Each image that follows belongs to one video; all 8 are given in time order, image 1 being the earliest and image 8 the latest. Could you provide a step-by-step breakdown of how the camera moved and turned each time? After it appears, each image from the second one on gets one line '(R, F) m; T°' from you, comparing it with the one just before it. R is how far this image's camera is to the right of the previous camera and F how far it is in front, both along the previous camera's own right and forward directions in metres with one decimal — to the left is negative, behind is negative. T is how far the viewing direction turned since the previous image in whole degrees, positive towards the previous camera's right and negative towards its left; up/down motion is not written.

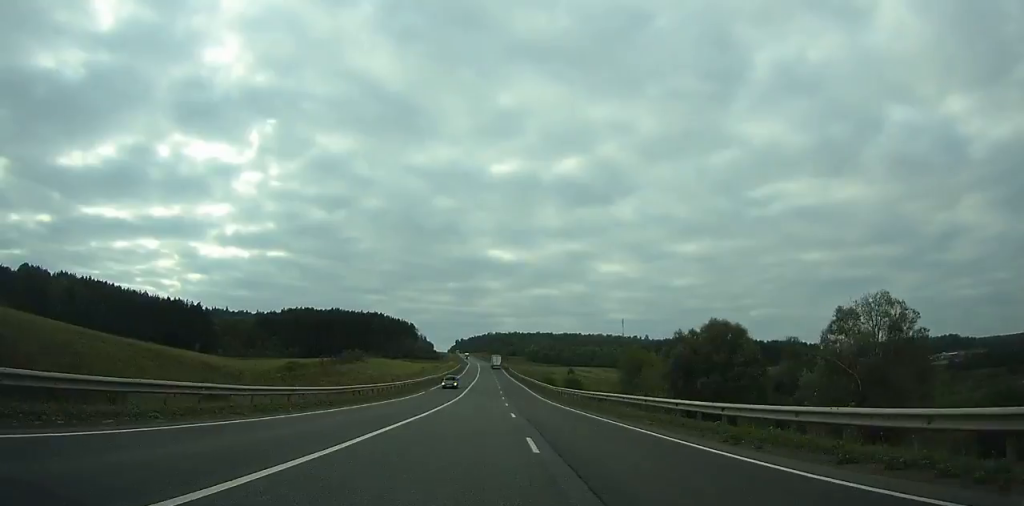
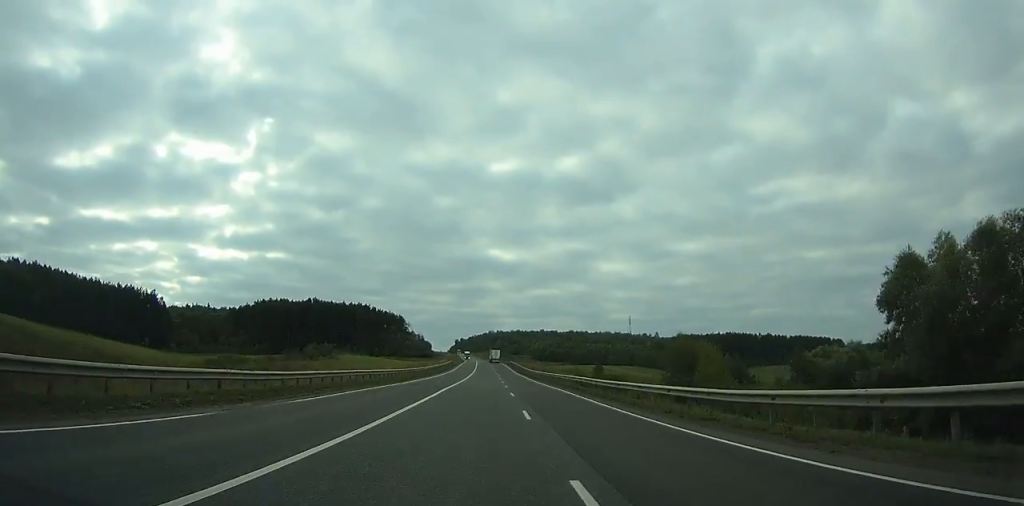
(0.0, +42.9) m; 0°
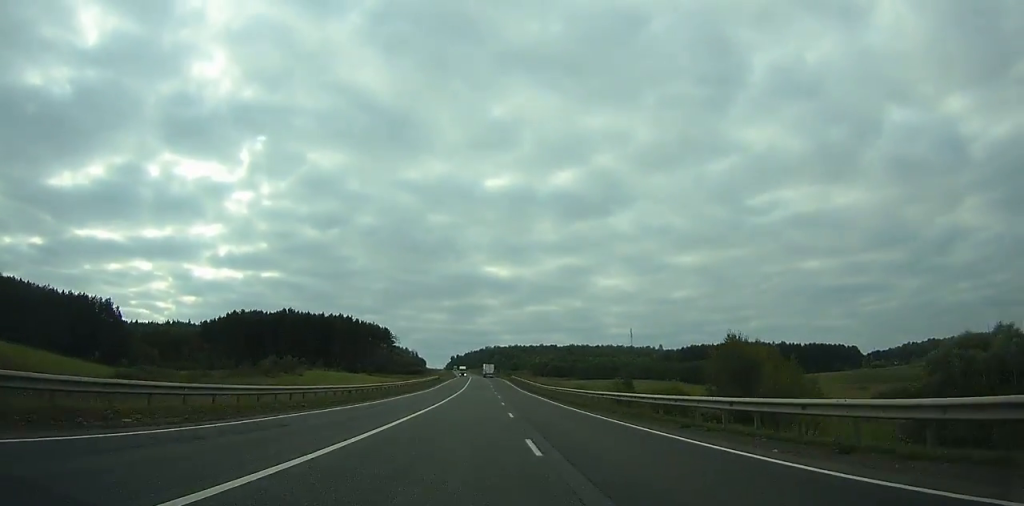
(+0.1, +29.6) m; 0°
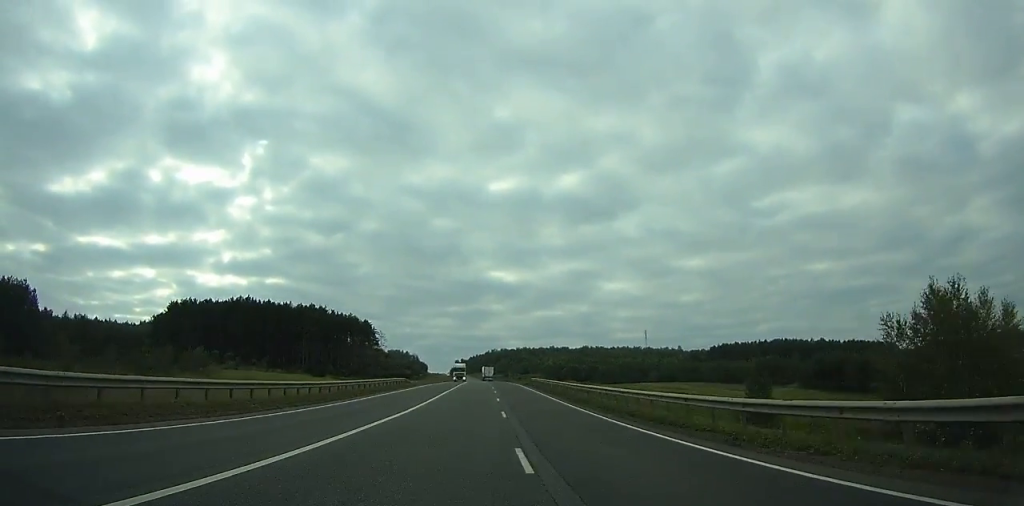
(-0.2, +48.5) m; 0°
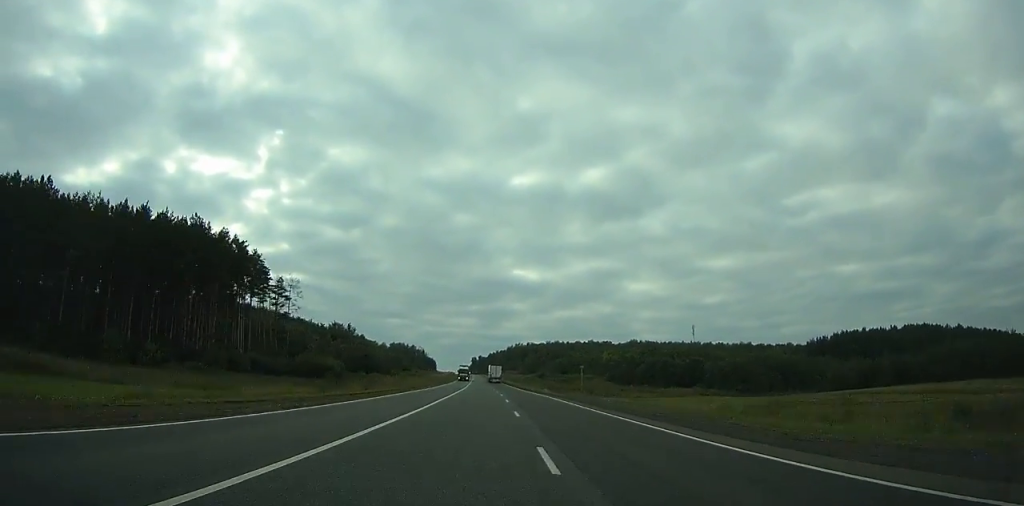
(-1.4, +117.9) m; -2°
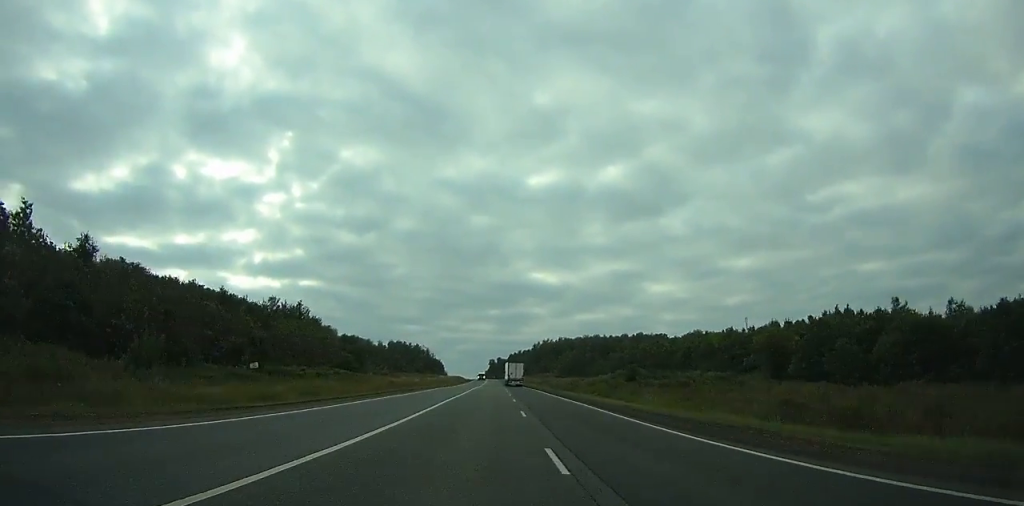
(-1.8, +106.2) m; -2°
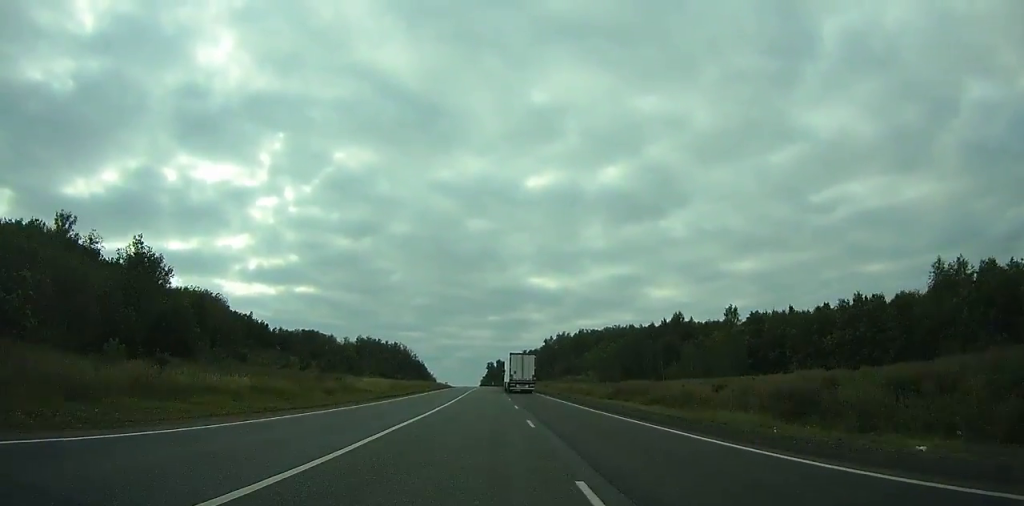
(-0.7, +97.6) m; -1°
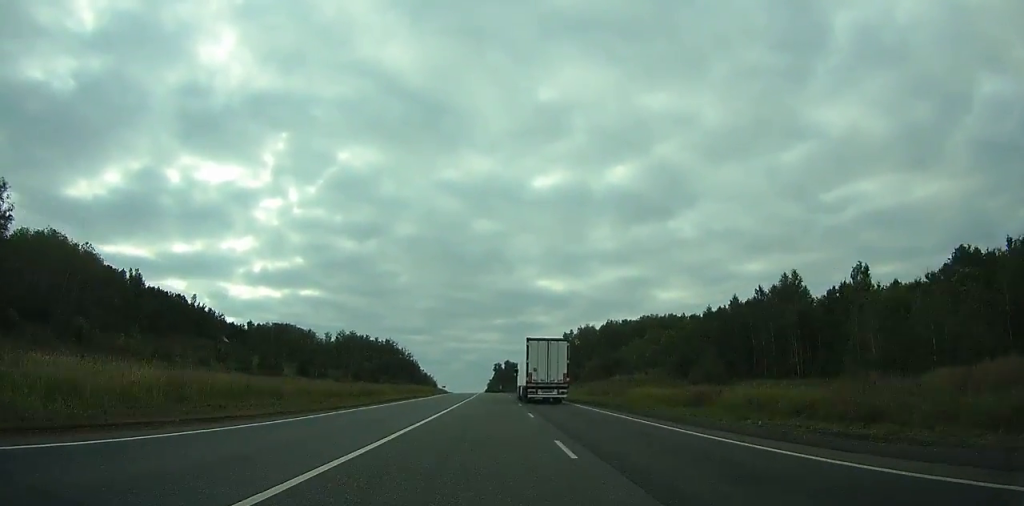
(-0.2, +53.9) m; 0°
